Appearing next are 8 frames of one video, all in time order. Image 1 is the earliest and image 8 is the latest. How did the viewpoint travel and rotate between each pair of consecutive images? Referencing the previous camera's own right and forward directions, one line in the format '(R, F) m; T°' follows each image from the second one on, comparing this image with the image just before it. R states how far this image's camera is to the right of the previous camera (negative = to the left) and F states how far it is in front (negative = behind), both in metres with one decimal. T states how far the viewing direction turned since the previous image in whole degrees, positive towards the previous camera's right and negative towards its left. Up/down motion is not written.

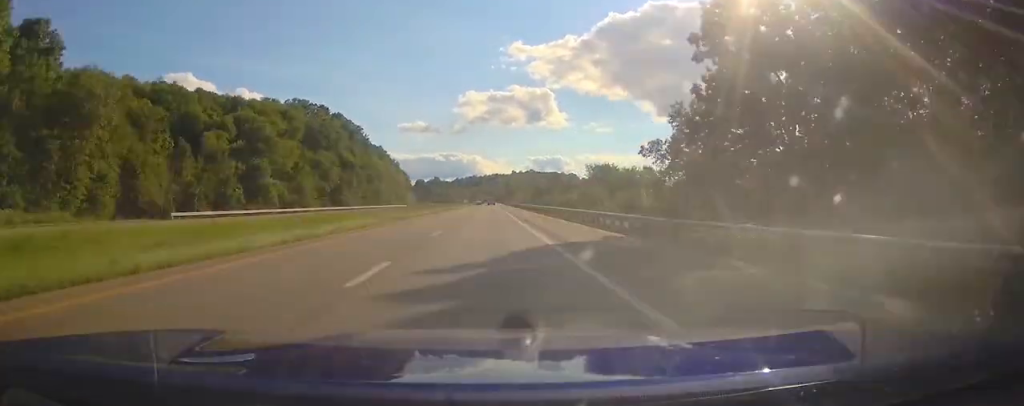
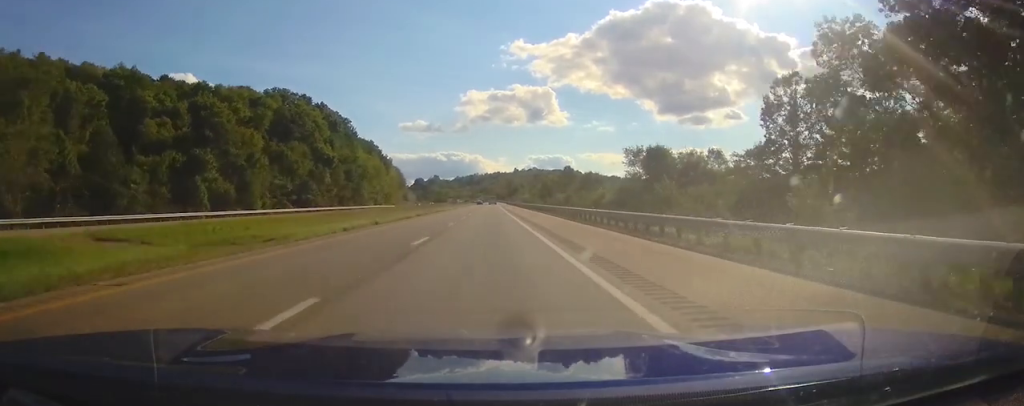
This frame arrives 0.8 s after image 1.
(0.0, +28.6) m; 0°
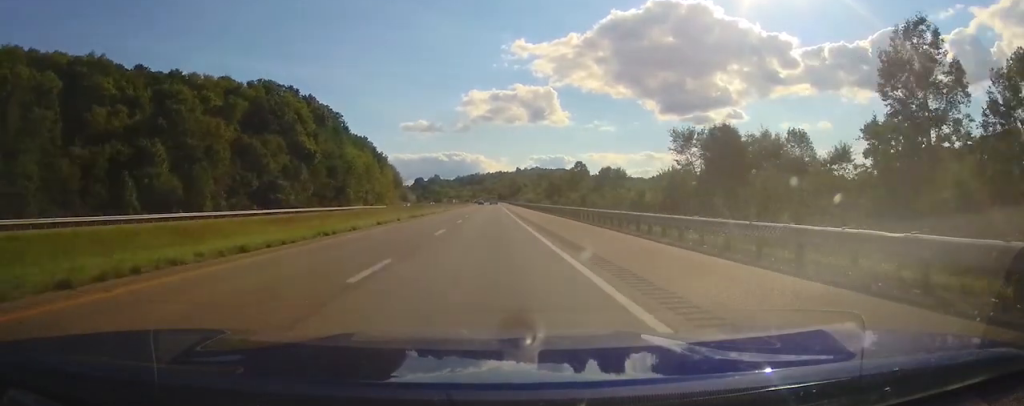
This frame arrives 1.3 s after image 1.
(0.0, +18.8) m; 0°
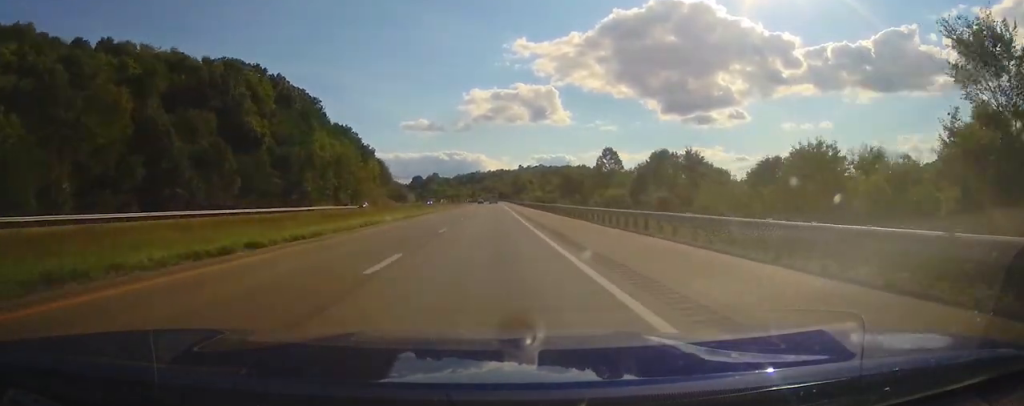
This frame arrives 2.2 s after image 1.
(-0.3, +36.4) m; -1°
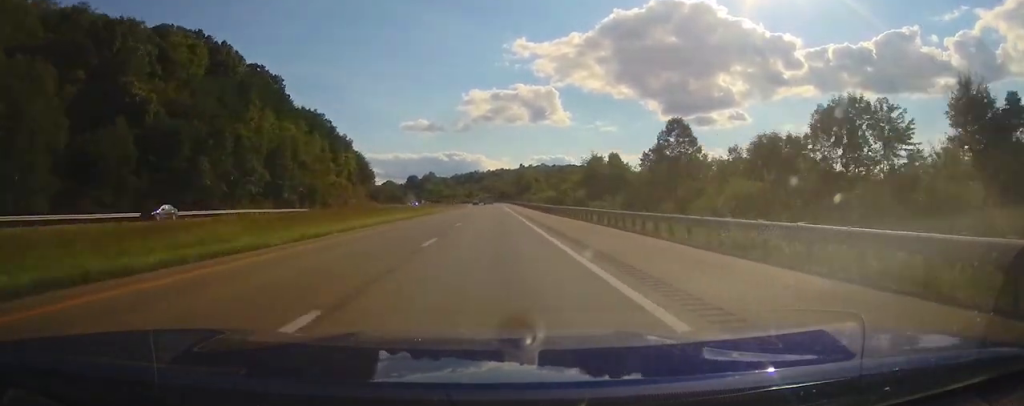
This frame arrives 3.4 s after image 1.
(-0.1, +42.5) m; -1°
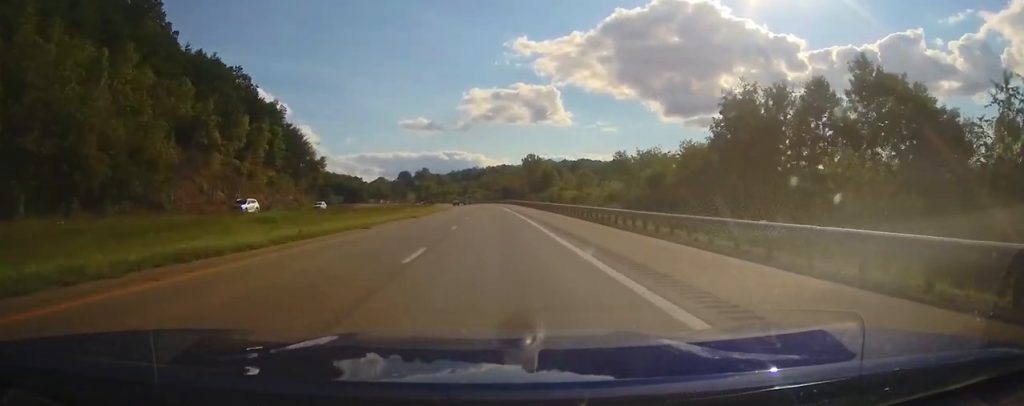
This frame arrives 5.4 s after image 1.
(-1.2, +77.4) m; -1°
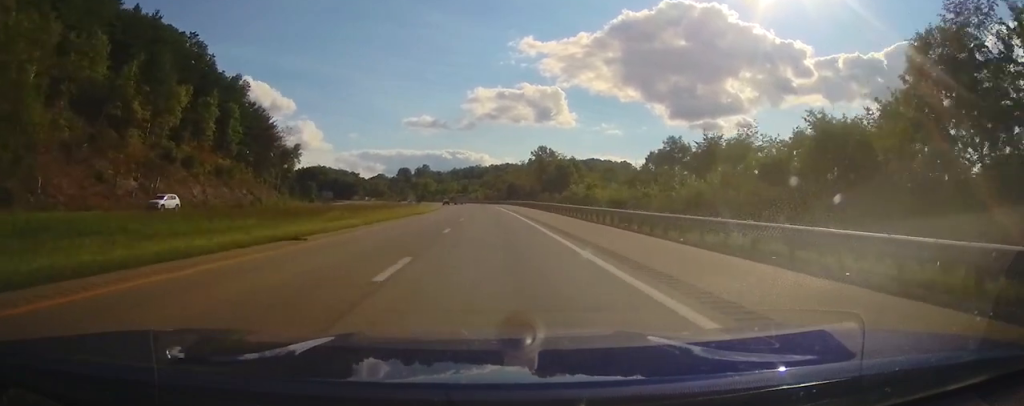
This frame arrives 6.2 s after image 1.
(0.0, +27.3) m; 0°
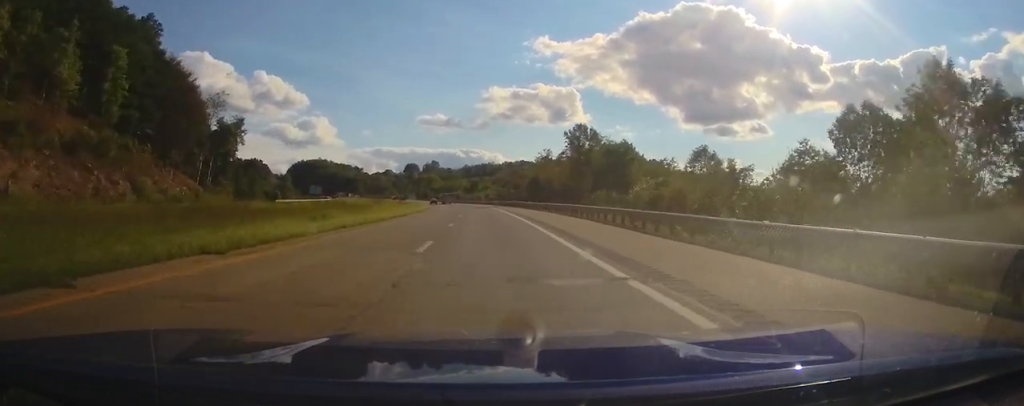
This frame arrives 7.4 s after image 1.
(0.0, +44.0) m; 0°
